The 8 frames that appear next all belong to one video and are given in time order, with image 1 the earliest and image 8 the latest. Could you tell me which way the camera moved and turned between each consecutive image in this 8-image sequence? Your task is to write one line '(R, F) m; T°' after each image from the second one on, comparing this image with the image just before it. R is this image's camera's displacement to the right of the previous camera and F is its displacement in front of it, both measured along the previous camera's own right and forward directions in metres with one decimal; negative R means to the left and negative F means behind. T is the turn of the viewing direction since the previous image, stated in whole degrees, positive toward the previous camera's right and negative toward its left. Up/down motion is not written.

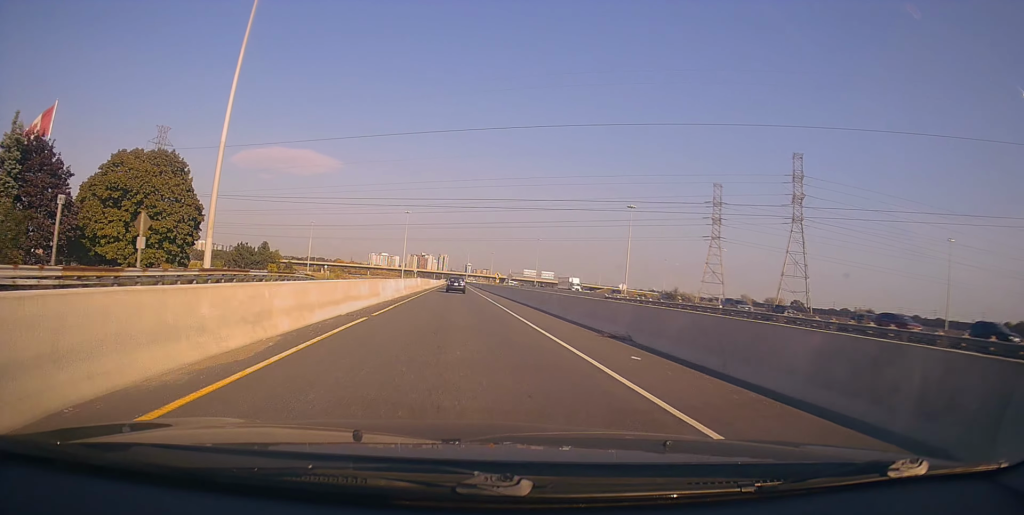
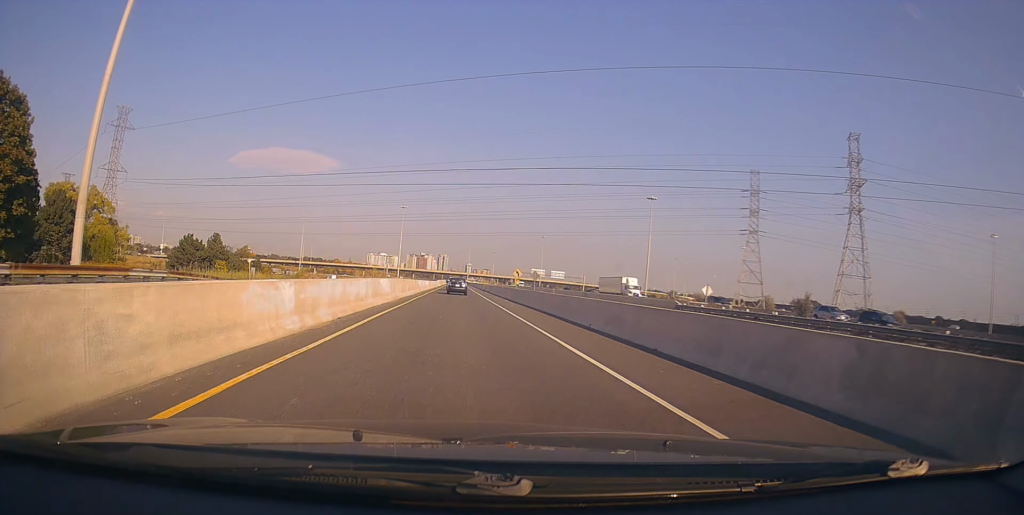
(+0.7, +25.9) m; -1°
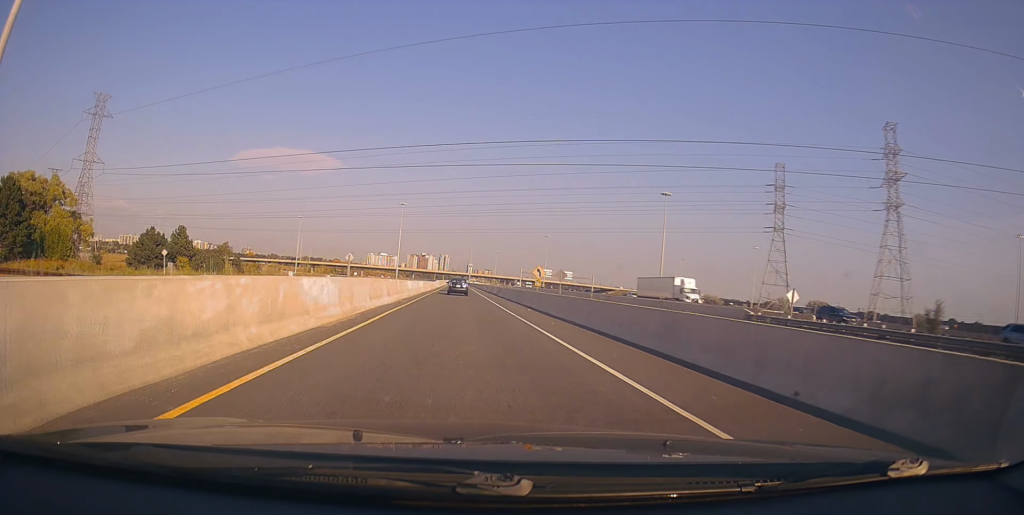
(-0.8, +13.4) m; -1°
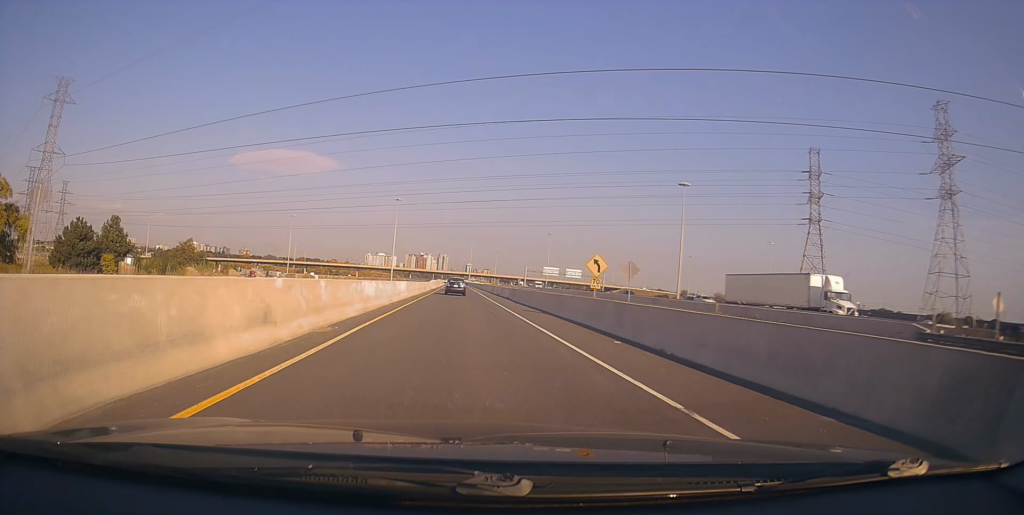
(+0.4, +17.6) m; +2°
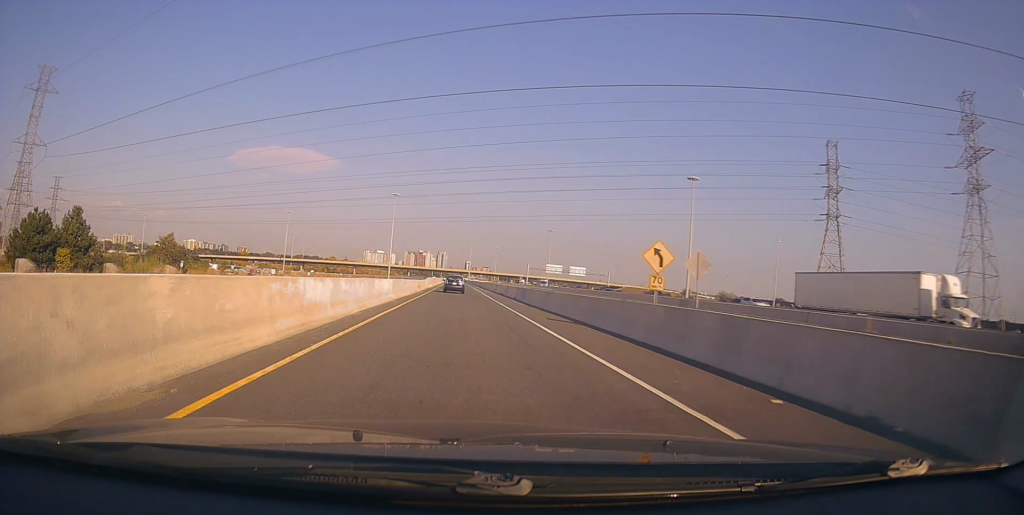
(+0.1, +7.8) m; +1°
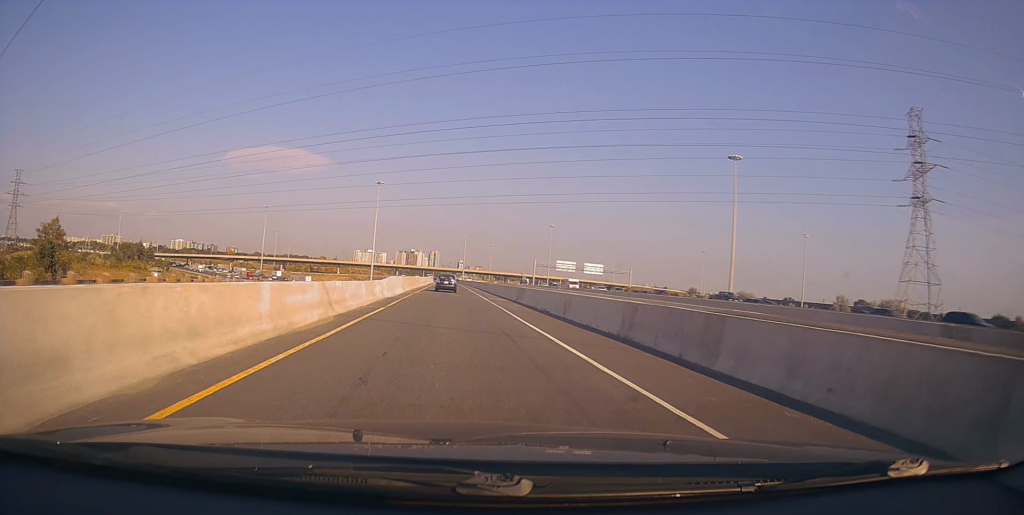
(-0.6, +32.3) m; -1°
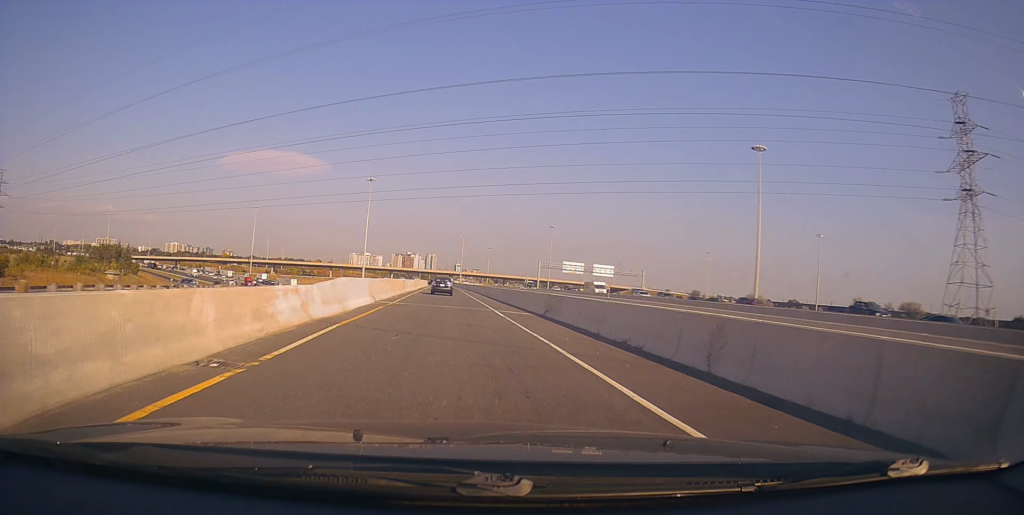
(+0.1, +14.1) m; +1°
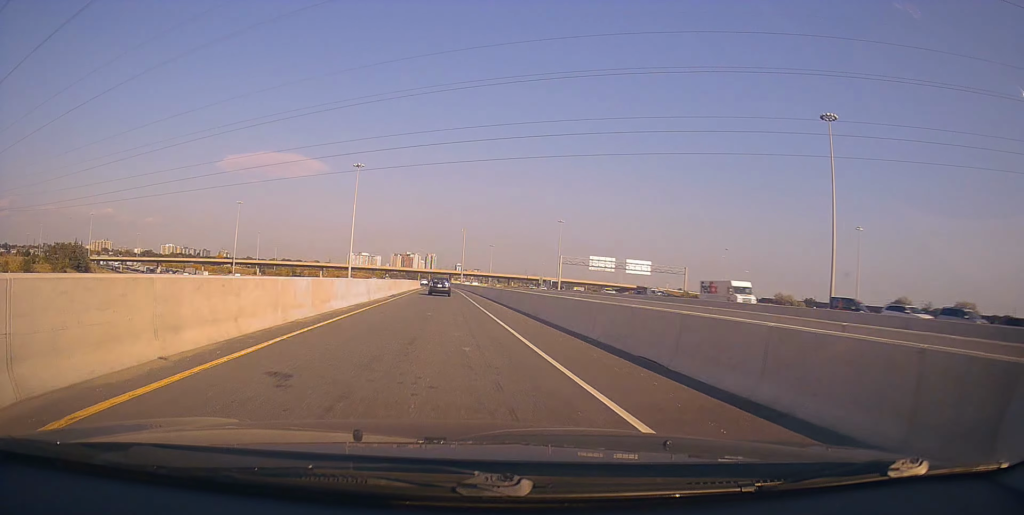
(+0.4, +29.1) m; 0°
